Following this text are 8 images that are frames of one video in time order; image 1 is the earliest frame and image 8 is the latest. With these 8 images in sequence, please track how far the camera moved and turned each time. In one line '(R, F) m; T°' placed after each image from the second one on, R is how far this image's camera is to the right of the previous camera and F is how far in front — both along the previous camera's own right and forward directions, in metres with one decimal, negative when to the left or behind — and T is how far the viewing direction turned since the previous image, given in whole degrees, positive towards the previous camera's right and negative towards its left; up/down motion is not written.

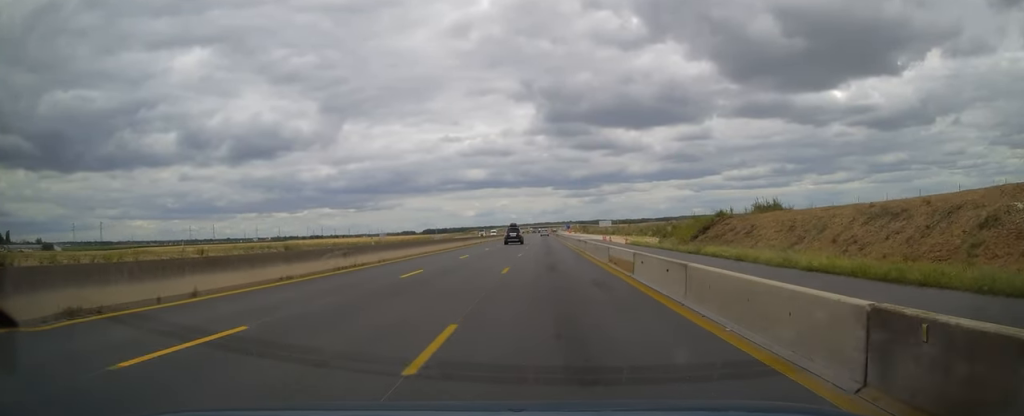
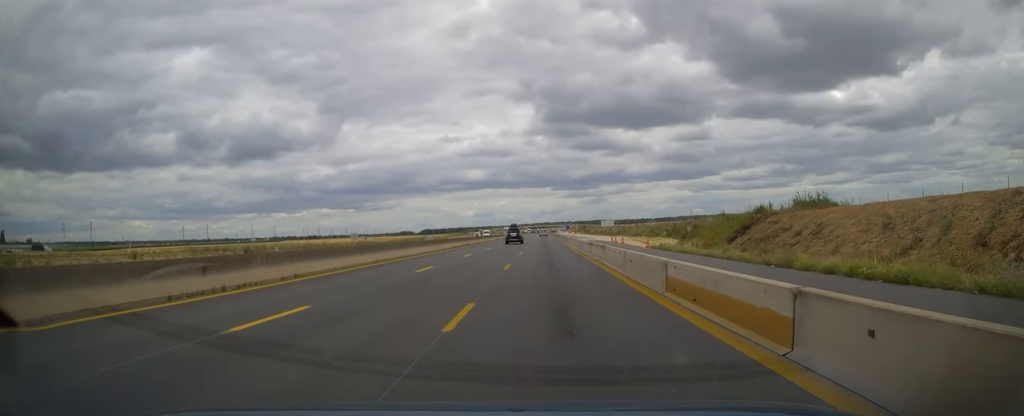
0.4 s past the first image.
(0.0, +10.6) m; 0°
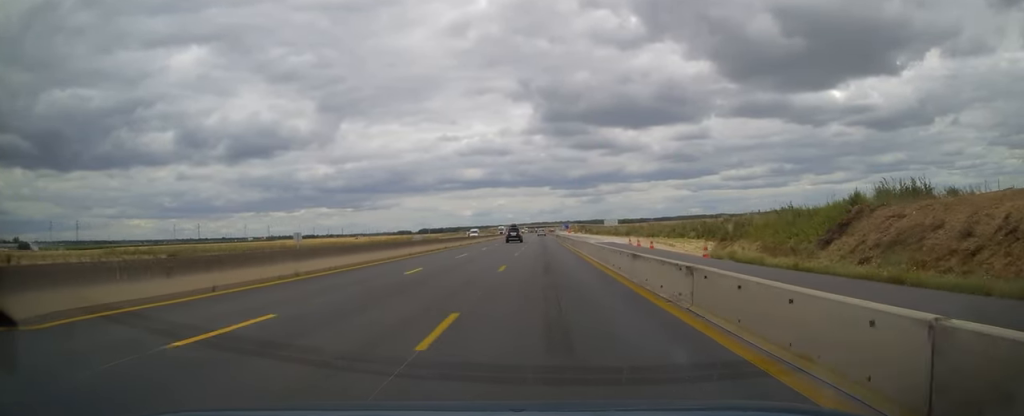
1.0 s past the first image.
(0.0, +14.4) m; 0°
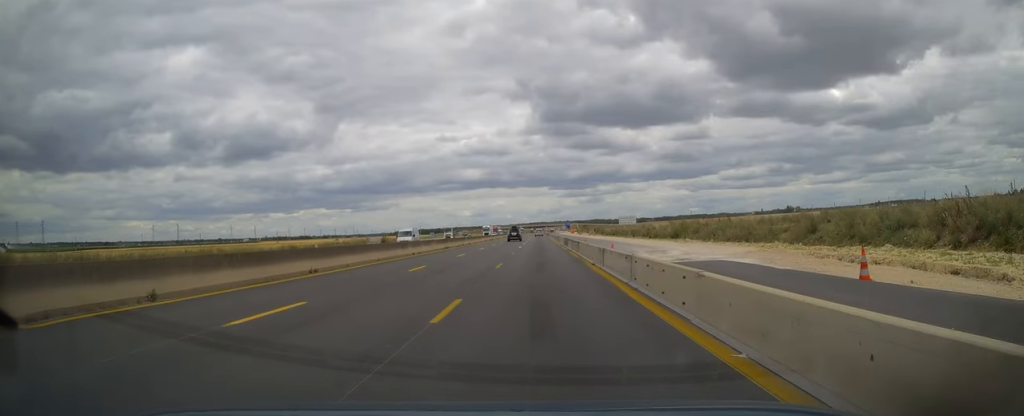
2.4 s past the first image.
(-0.1, +37.2) m; 0°
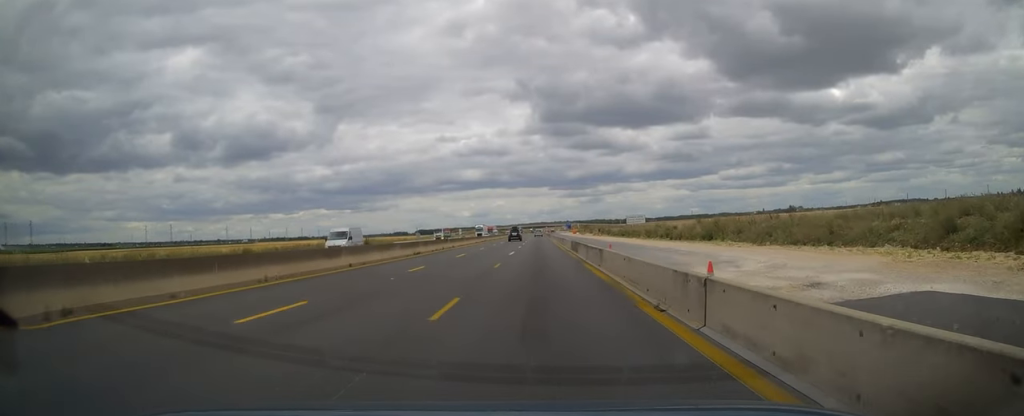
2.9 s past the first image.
(0.0, +12.7) m; 0°
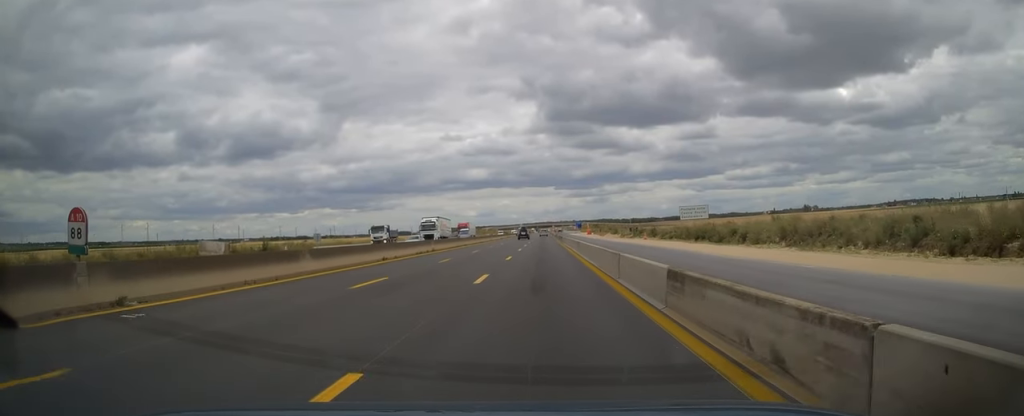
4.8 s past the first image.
(-0.1, +46.0) m; 0°
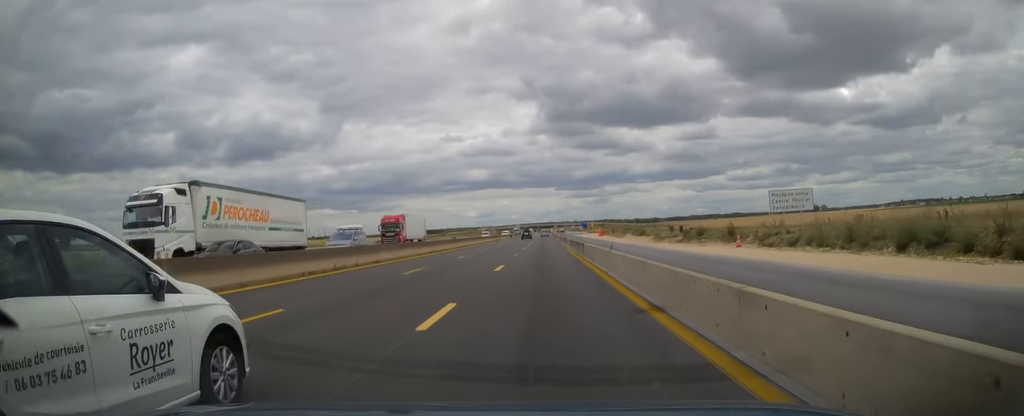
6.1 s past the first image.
(-0.1, +33.4) m; 0°
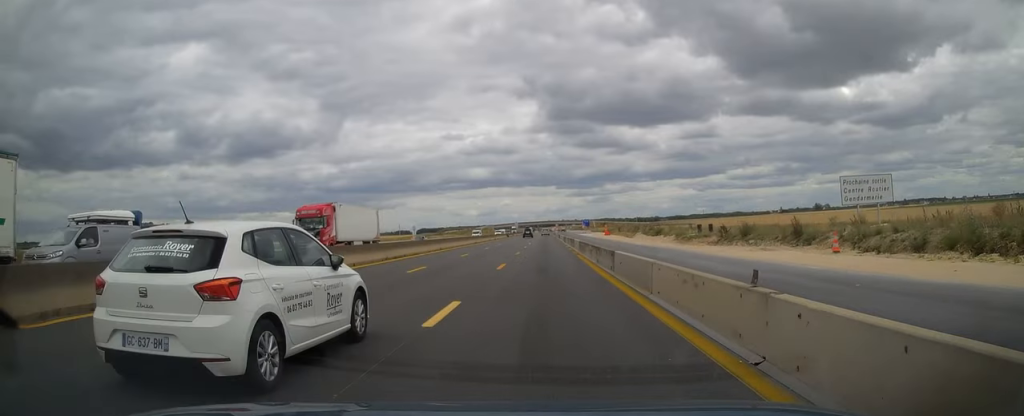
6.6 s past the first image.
(0.0, +12.7) m; 0°
